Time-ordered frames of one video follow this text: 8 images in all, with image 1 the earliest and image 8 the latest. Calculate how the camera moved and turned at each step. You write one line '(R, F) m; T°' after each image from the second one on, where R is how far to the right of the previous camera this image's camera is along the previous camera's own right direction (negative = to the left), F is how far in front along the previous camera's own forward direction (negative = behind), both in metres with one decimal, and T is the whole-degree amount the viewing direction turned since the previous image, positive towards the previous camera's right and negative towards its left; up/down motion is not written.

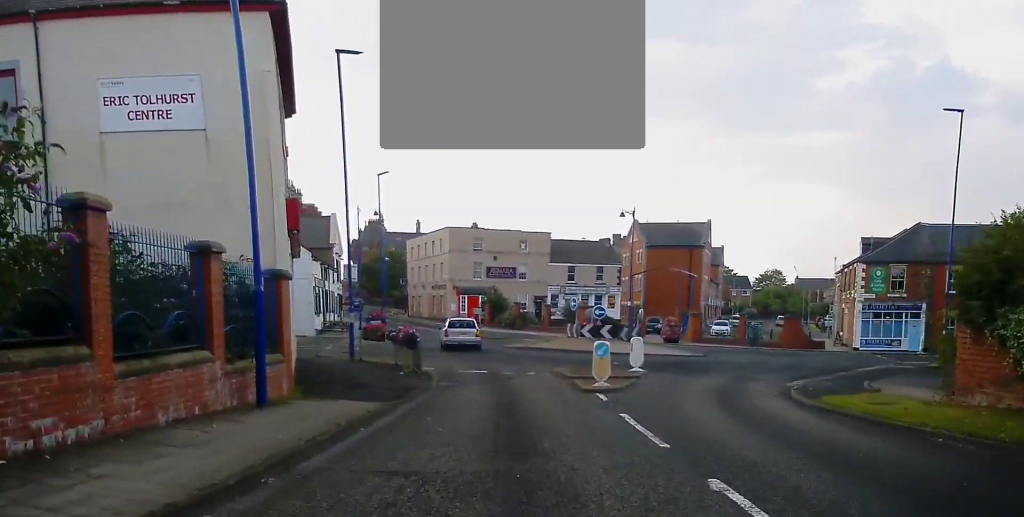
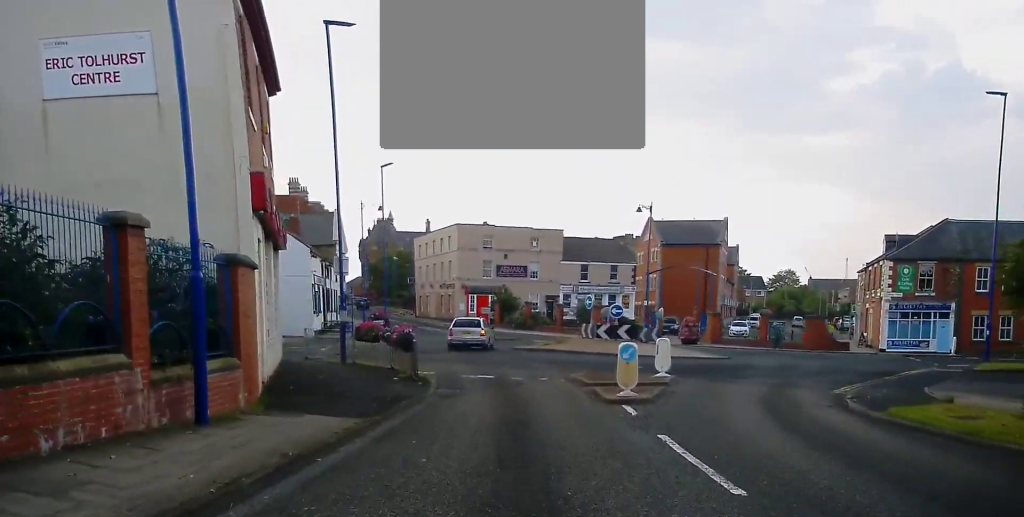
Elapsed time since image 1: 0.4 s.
(-0.1, +2.8) m; -1°
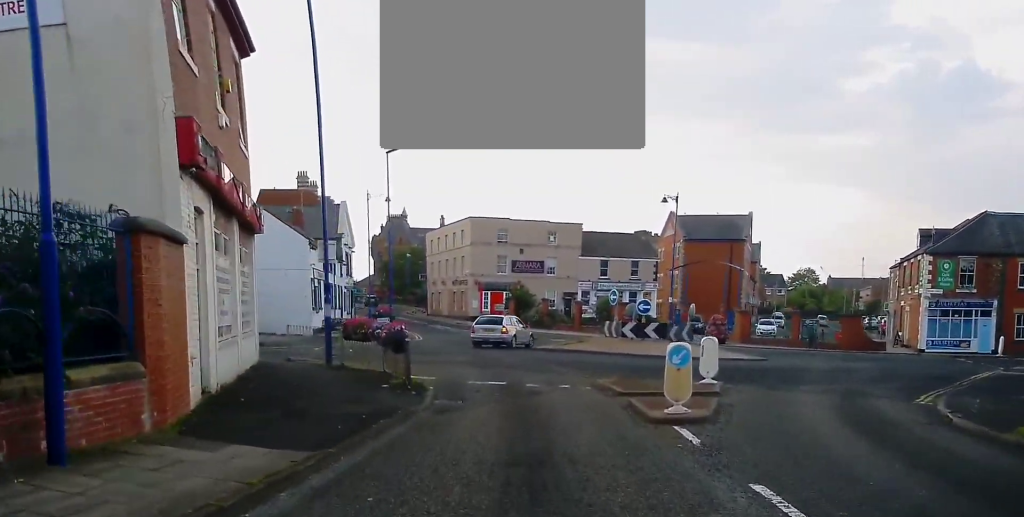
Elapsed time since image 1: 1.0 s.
(+0.1, +3.7) m; +2°
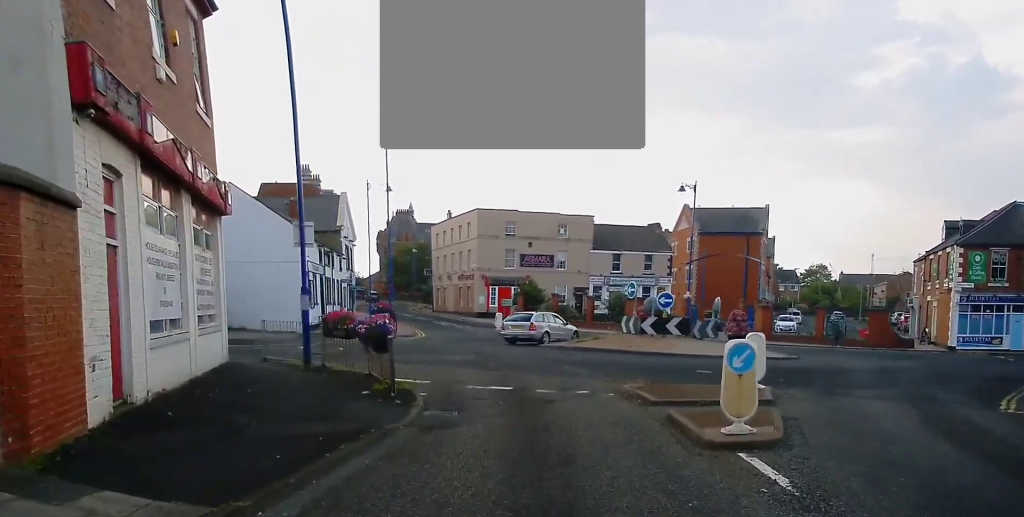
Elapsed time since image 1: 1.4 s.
(0.0, +3.1) m; +2°
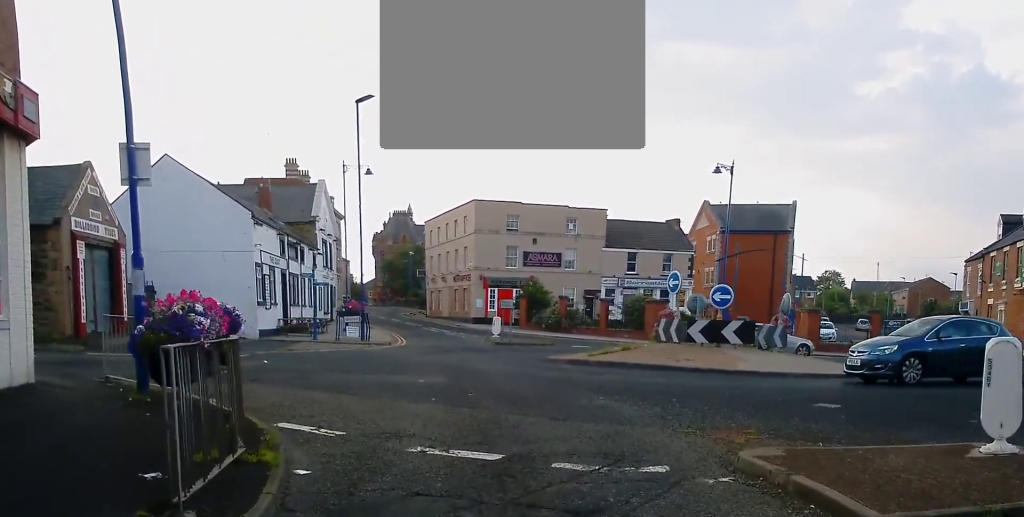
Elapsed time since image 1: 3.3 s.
(0.0, +8.7) m; -4°
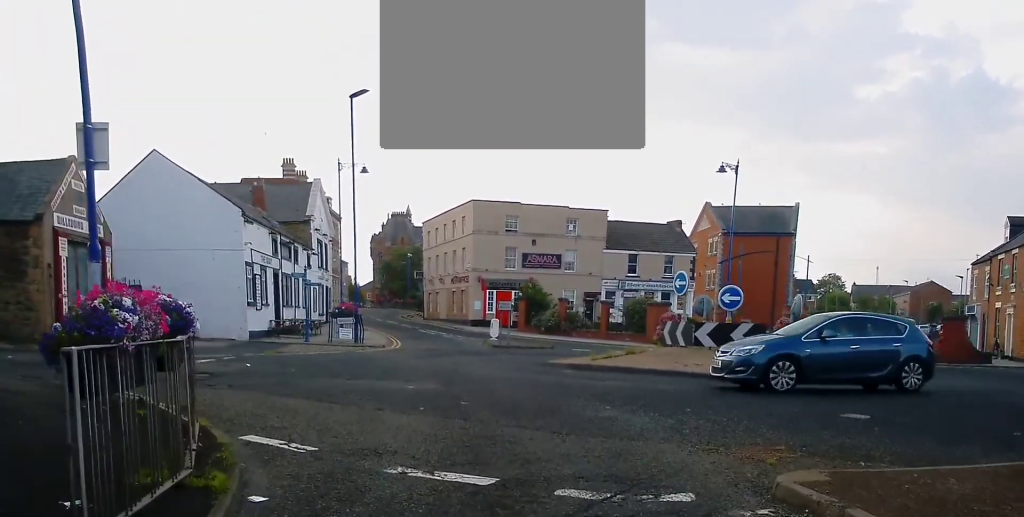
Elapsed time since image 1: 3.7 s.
(0.0, +1.2) m; -1°
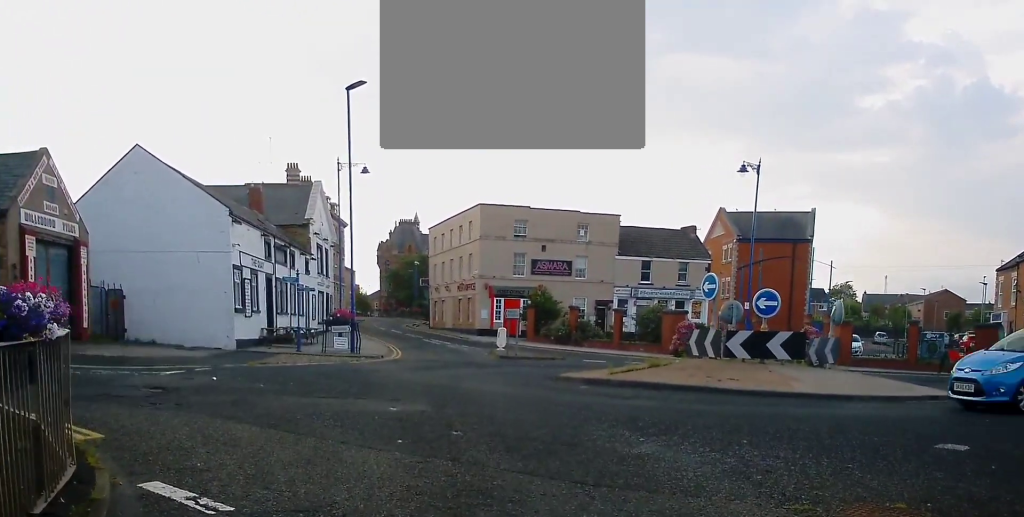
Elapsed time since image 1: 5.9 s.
(-0.2, +3.1) m; -1°
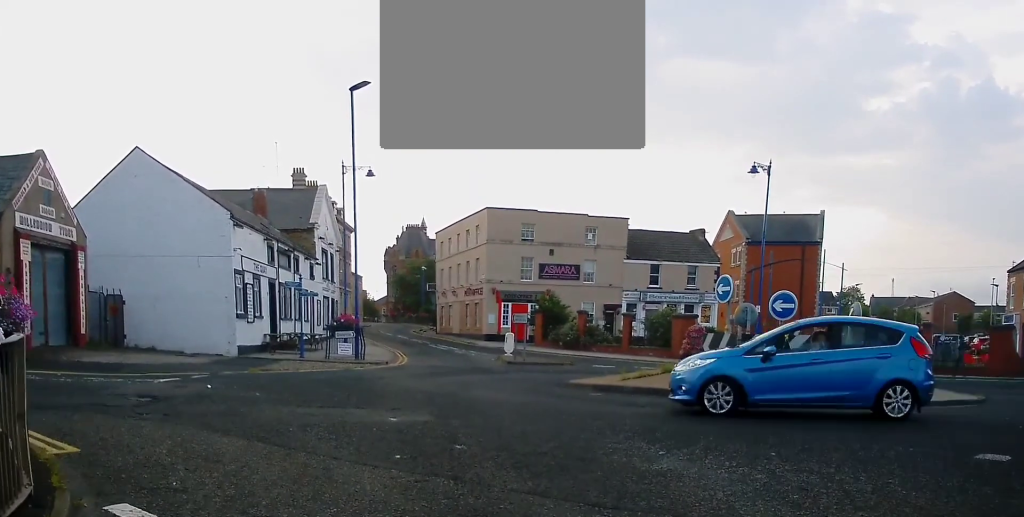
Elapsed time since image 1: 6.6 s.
(-0.1, +0.5) m; 0°
